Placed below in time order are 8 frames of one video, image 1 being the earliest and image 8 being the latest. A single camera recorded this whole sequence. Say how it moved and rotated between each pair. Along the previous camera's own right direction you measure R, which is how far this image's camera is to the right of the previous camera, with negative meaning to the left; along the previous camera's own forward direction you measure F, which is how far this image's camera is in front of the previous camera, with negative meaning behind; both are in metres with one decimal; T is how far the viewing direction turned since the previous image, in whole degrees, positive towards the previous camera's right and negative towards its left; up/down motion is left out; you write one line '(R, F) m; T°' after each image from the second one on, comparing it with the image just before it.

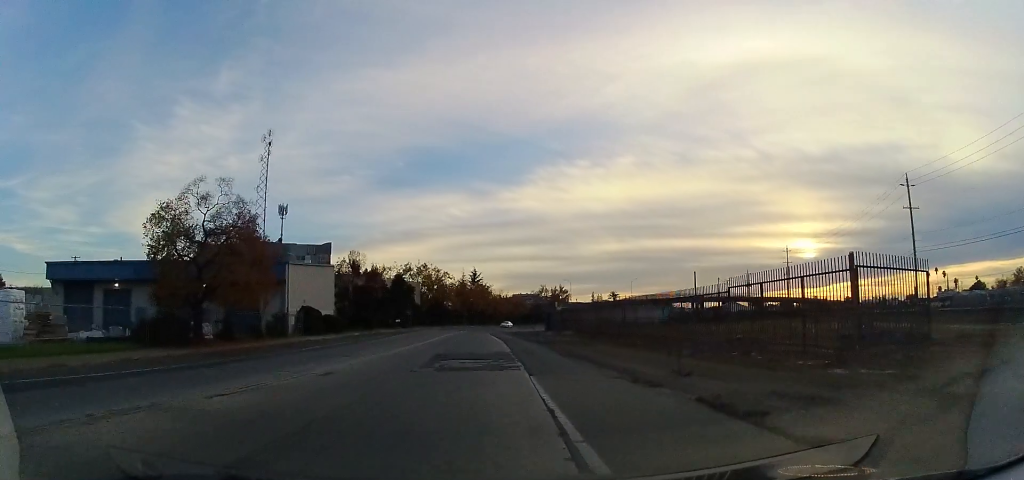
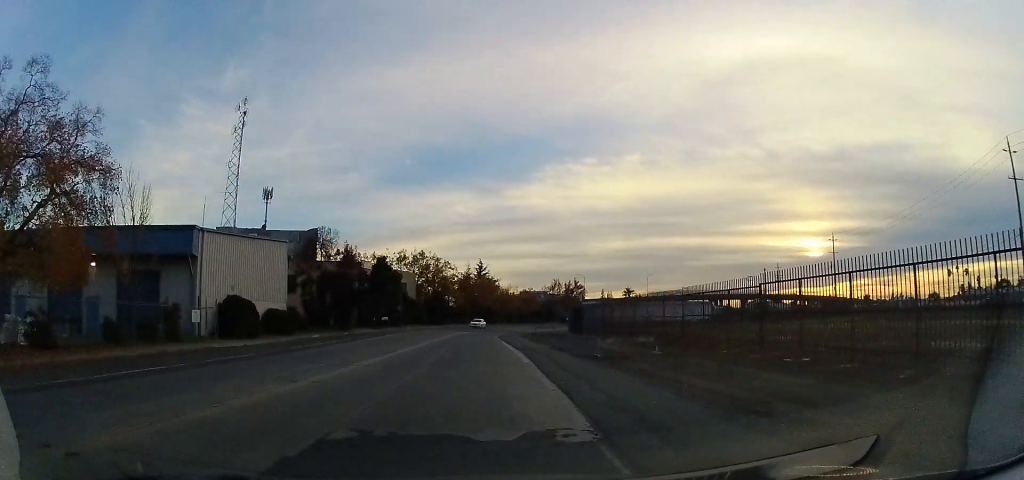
(-0.4, +16.3) m; -3°
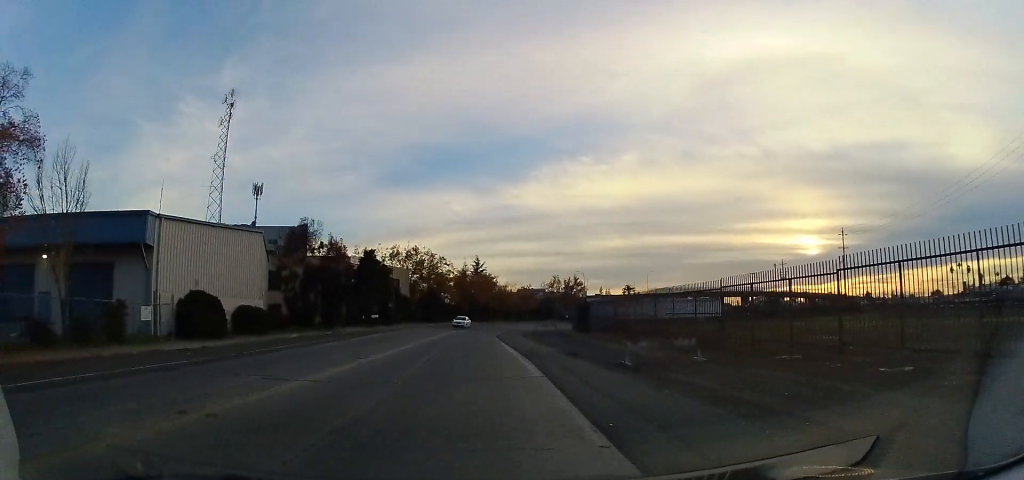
(-0.1, +4.7) m; 0°
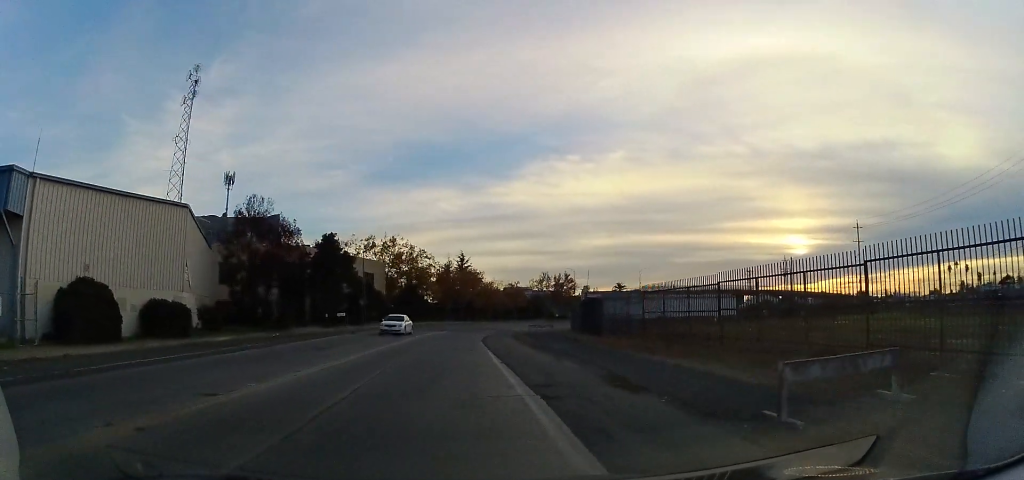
(+0.1, +10.4) m; +1°
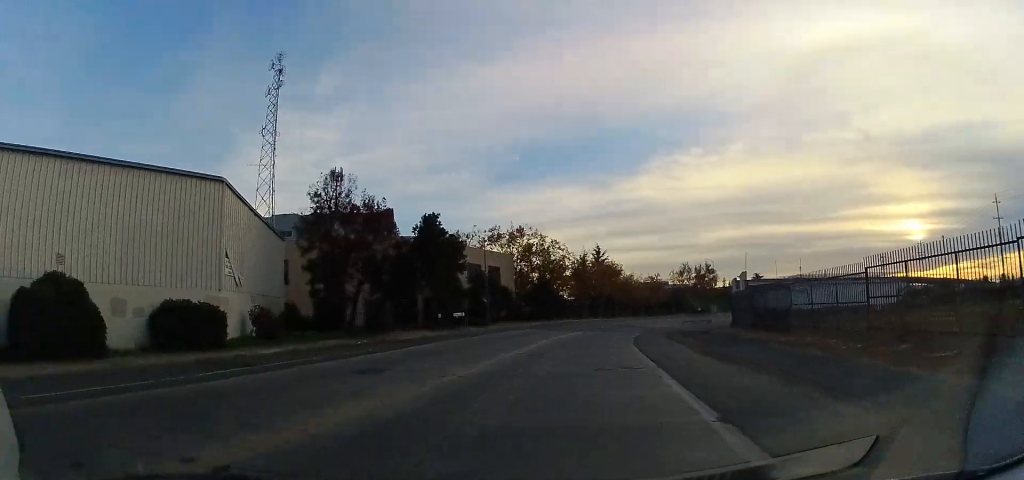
(-1.0, +11.4) m; -25°
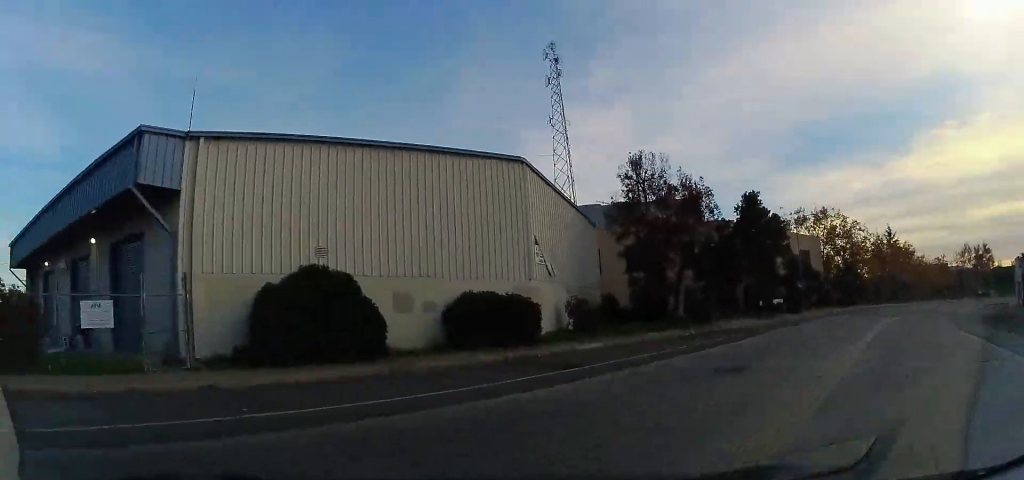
(-0.8, +2.6) m; -37°
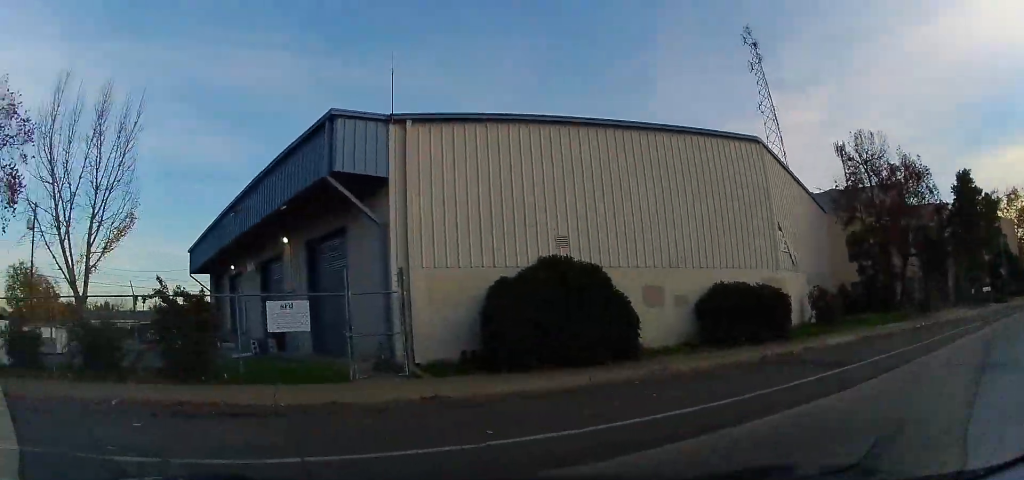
(-0.5, +1.3) m; -28°
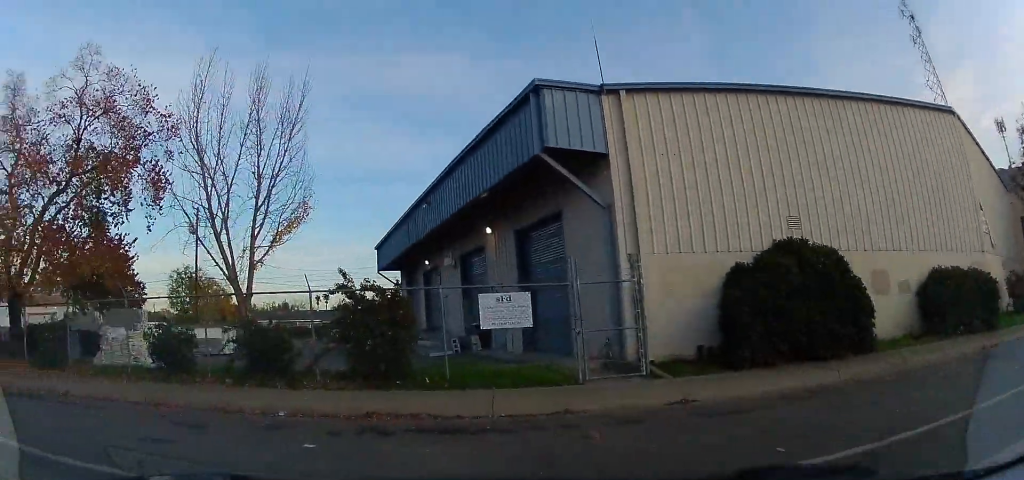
(-0.3, +1.3) m; -25°
